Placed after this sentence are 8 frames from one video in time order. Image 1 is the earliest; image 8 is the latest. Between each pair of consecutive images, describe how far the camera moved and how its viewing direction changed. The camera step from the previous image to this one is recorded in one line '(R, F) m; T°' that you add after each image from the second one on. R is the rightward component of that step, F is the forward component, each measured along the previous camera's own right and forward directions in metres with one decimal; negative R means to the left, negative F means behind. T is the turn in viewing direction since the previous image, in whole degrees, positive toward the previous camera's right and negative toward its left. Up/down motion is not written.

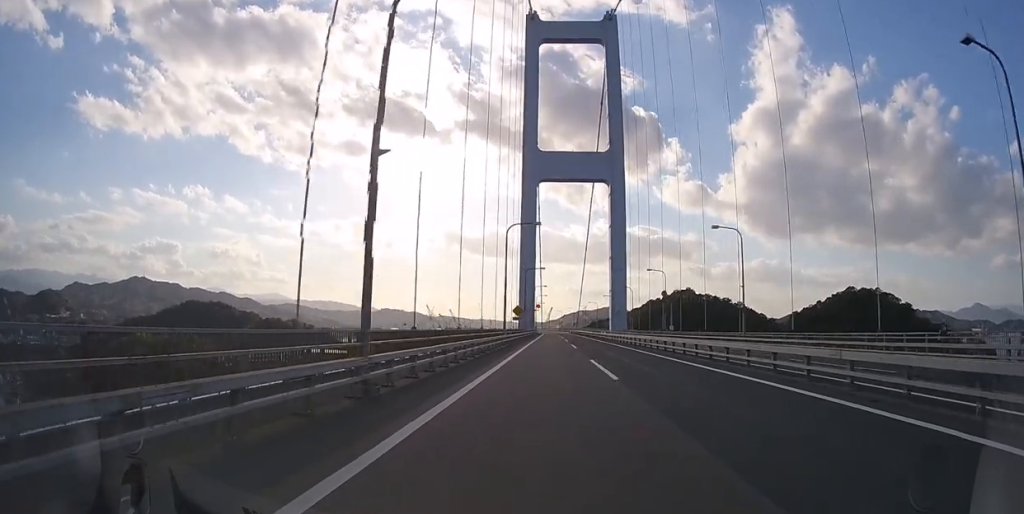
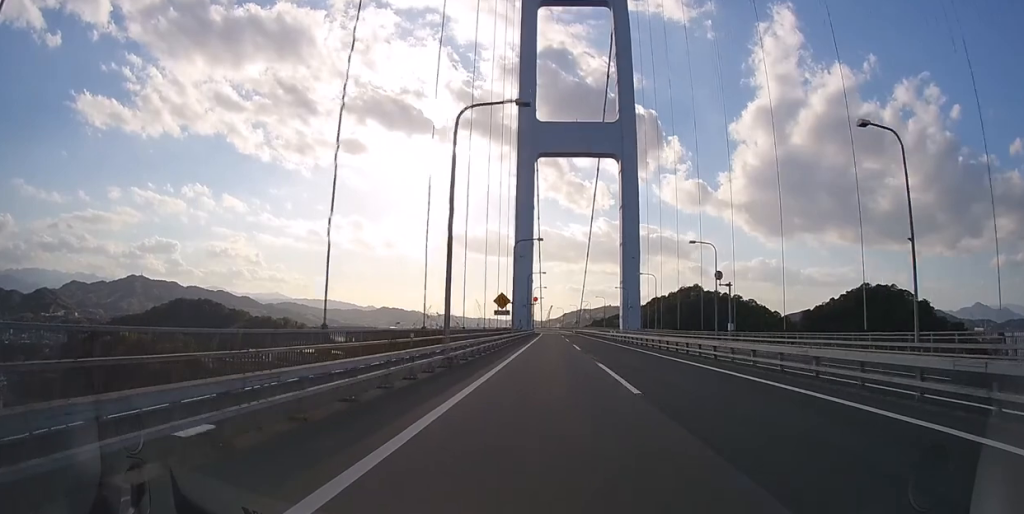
(0.0, +22.7) m; 0°
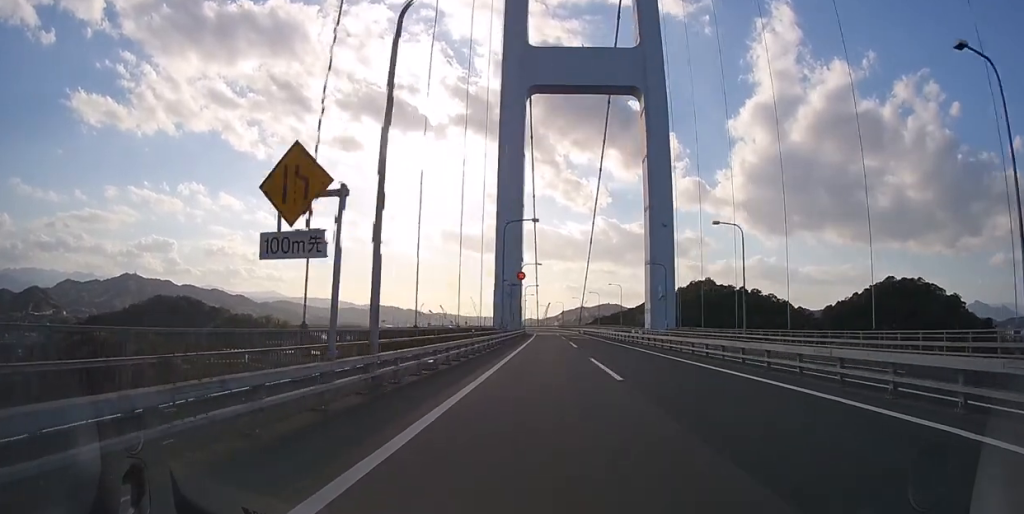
(+0.1, +37.7) m; 0°
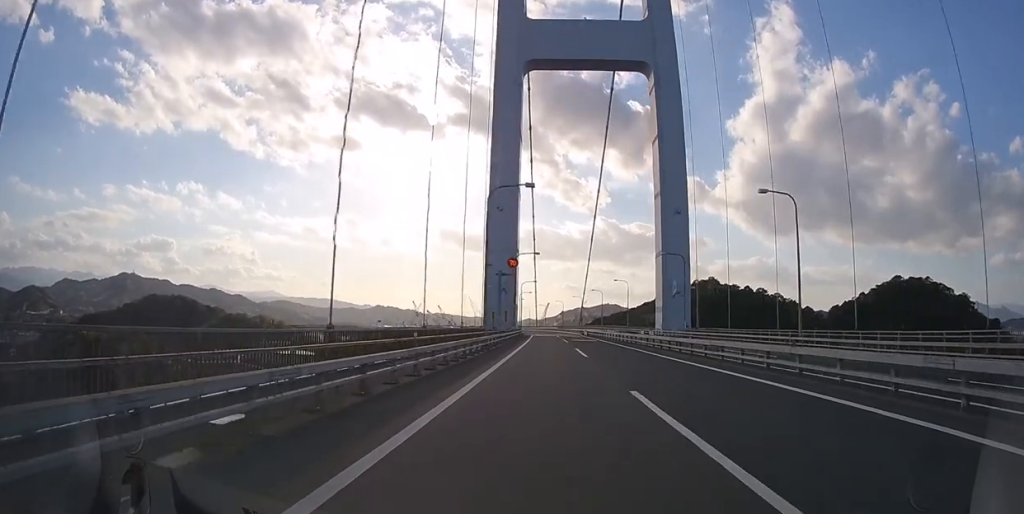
(0.0, +10.8) m; 0°
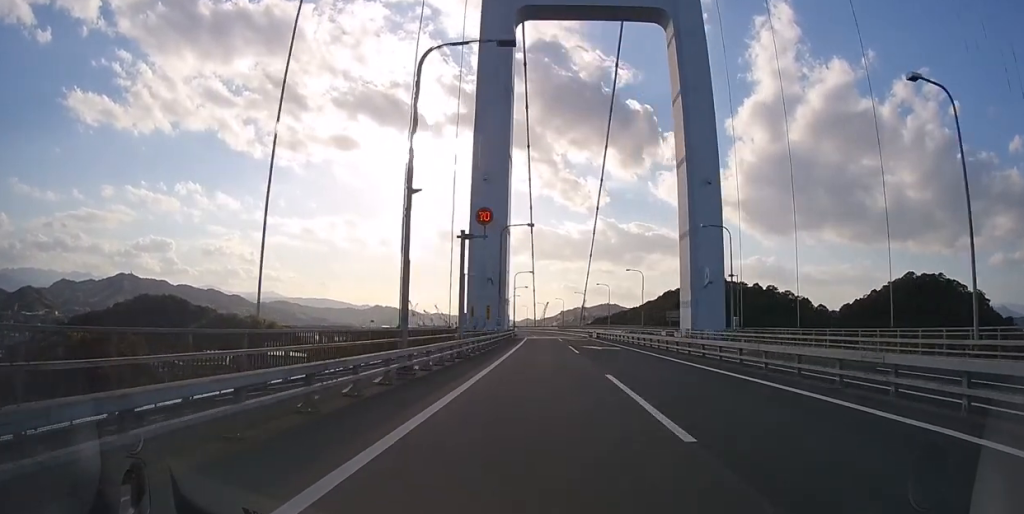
(0.0, +16.4) m; 0°
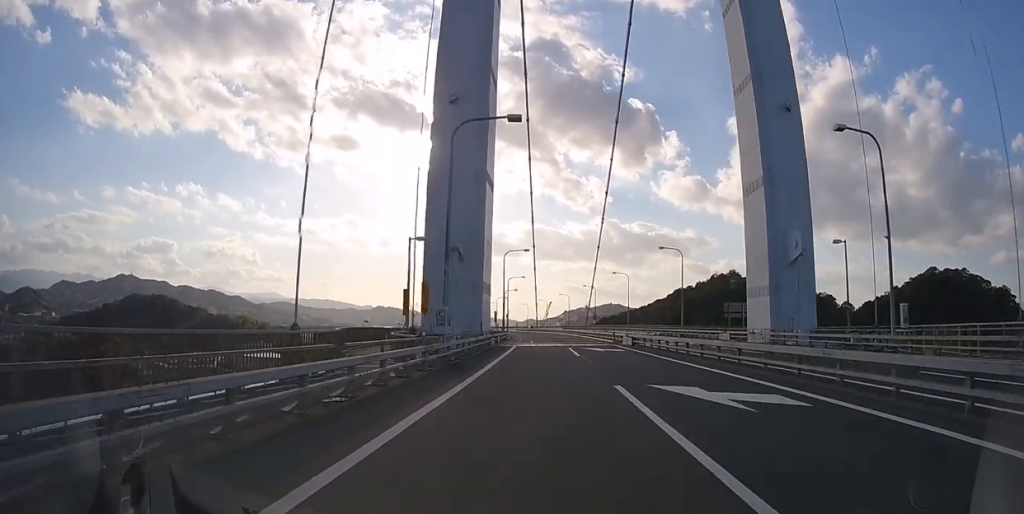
(0.0, +22.6) m; 0°
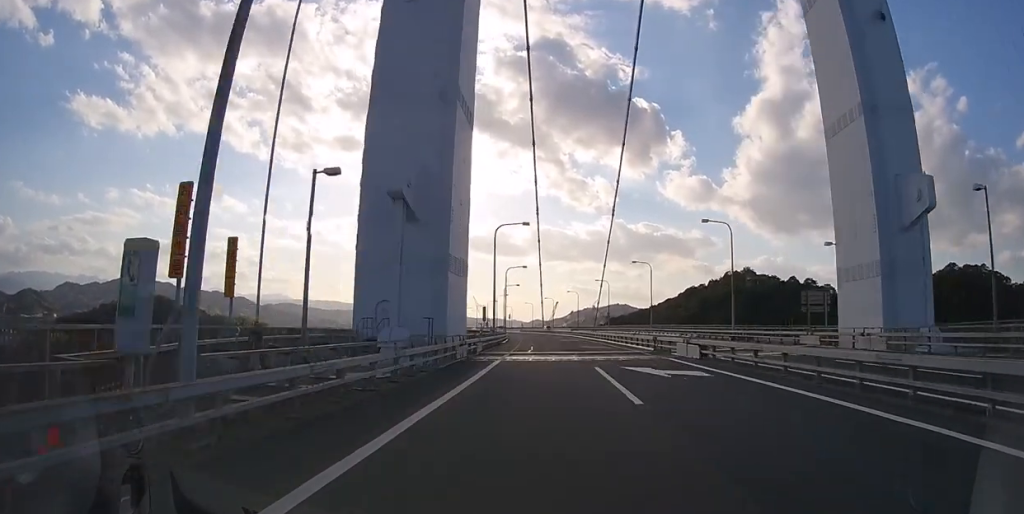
(0.0, +14.7) m; 0°
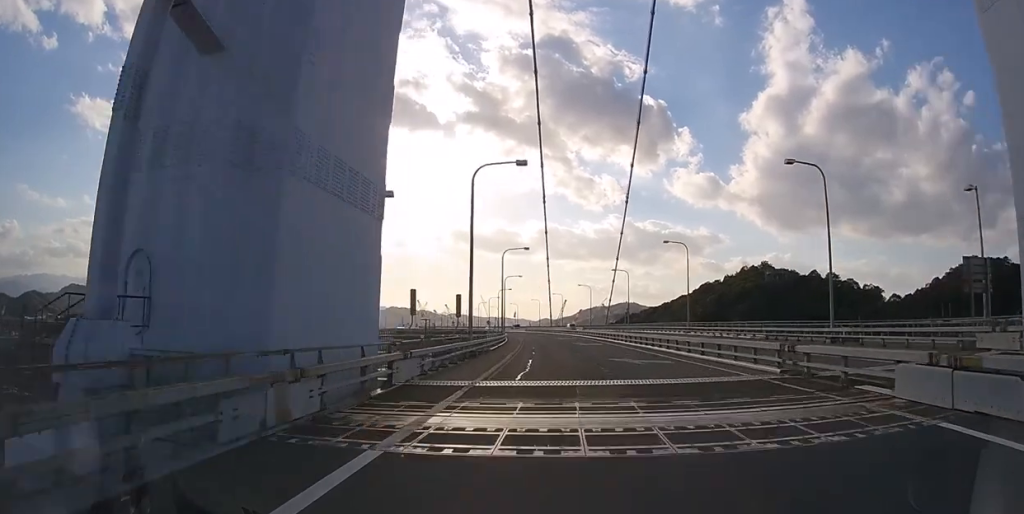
(0.0, +15.2) m; 0°
